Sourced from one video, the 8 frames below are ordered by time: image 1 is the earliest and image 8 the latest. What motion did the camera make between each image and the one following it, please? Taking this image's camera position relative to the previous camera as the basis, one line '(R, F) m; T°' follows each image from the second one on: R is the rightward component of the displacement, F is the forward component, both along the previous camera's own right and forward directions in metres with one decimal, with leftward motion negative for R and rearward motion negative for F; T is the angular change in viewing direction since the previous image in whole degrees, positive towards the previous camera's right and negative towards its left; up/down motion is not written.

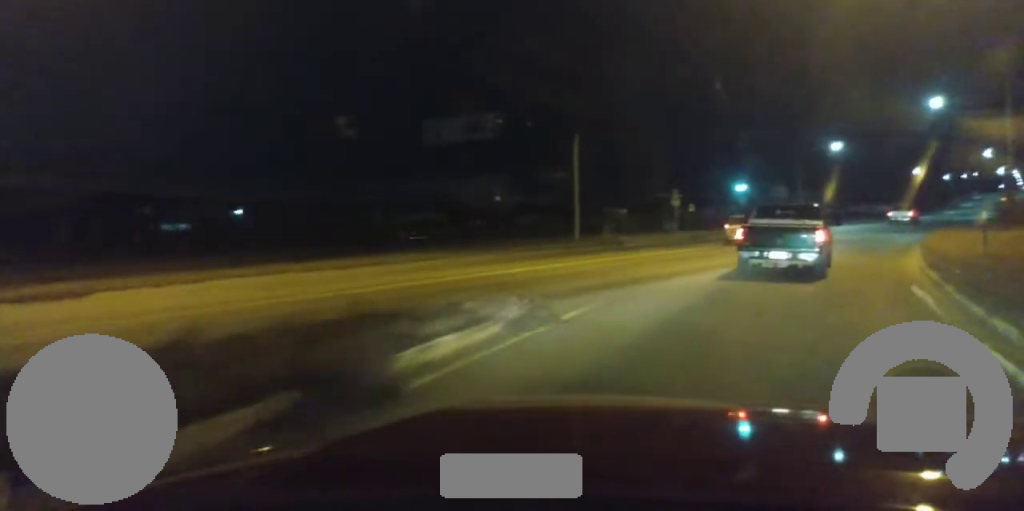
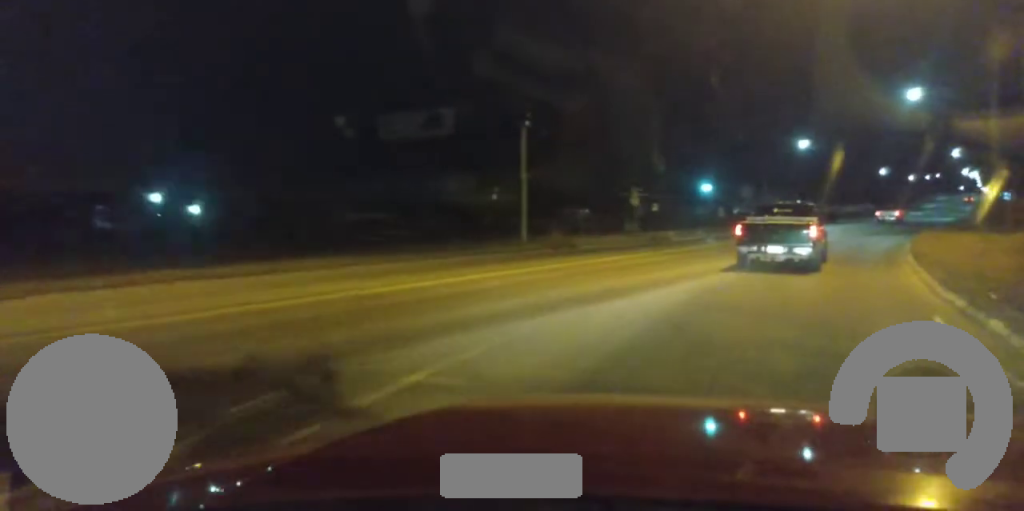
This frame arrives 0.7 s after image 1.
(-0.1, +4.7) m; +4°
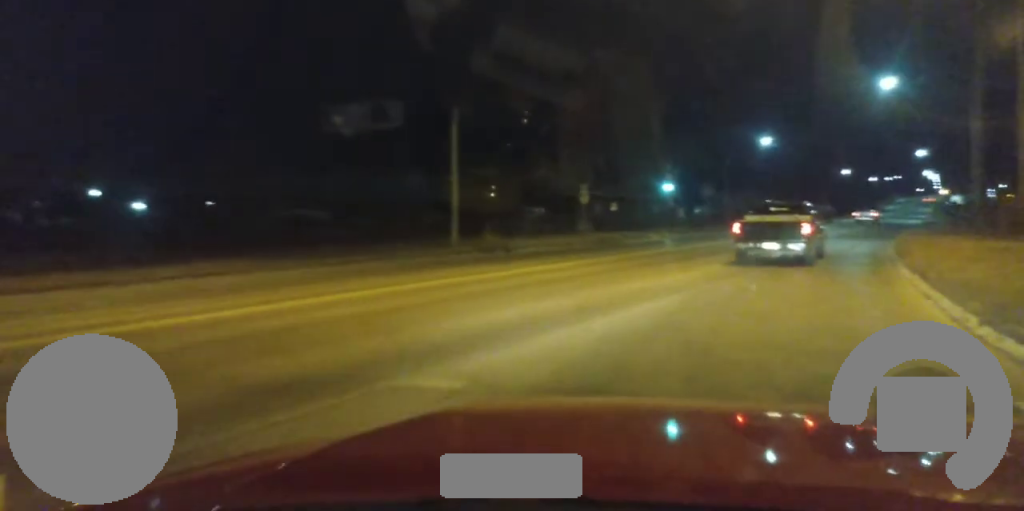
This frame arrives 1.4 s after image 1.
(+0.5, +4.8) m; +5°
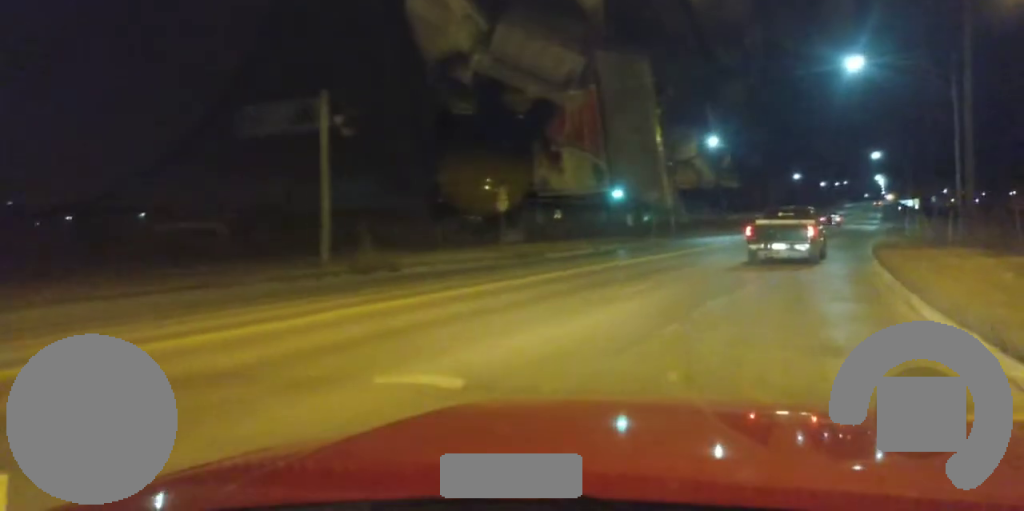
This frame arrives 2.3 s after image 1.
(+0.2, +7.7) m; +1°
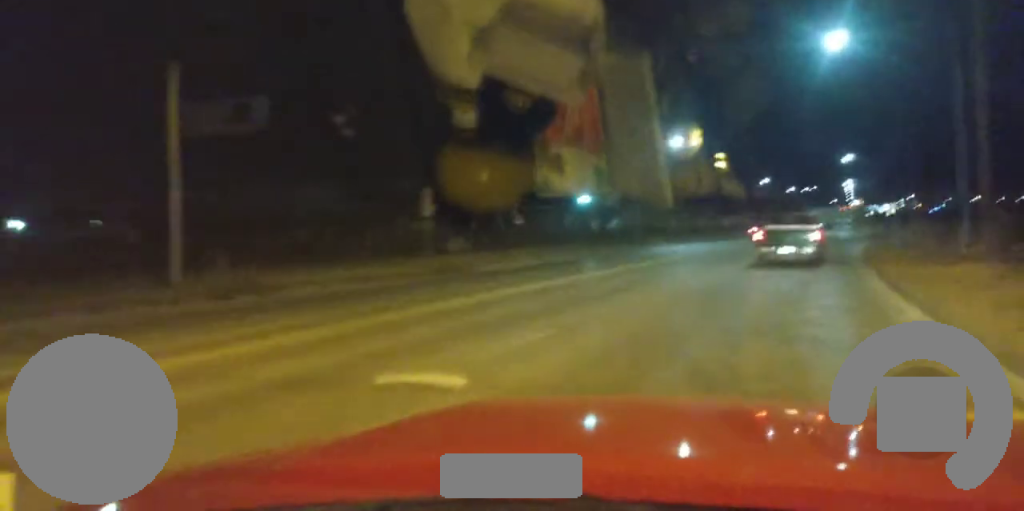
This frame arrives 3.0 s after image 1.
(0.0, +6.6) m; 0°
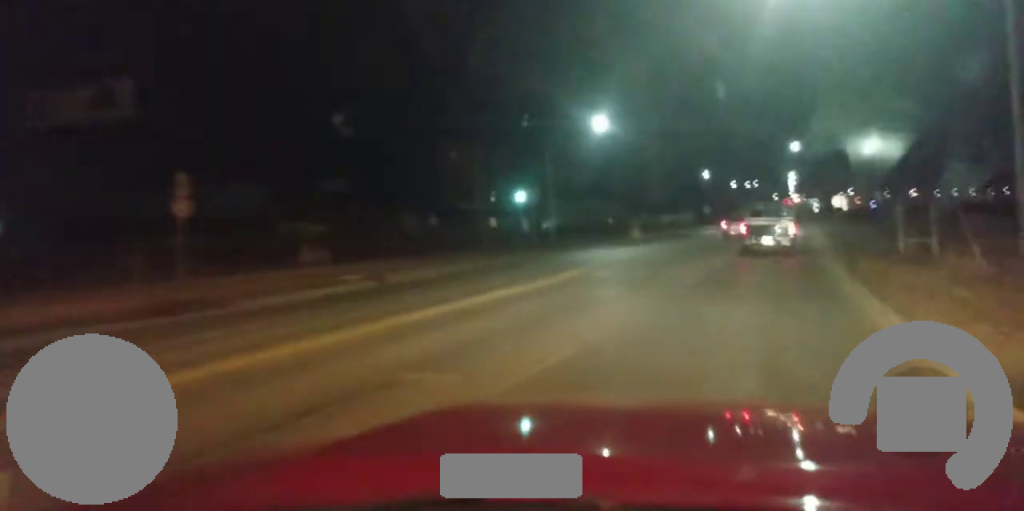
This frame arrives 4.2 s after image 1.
(+0.2, +12.7) m; +3°
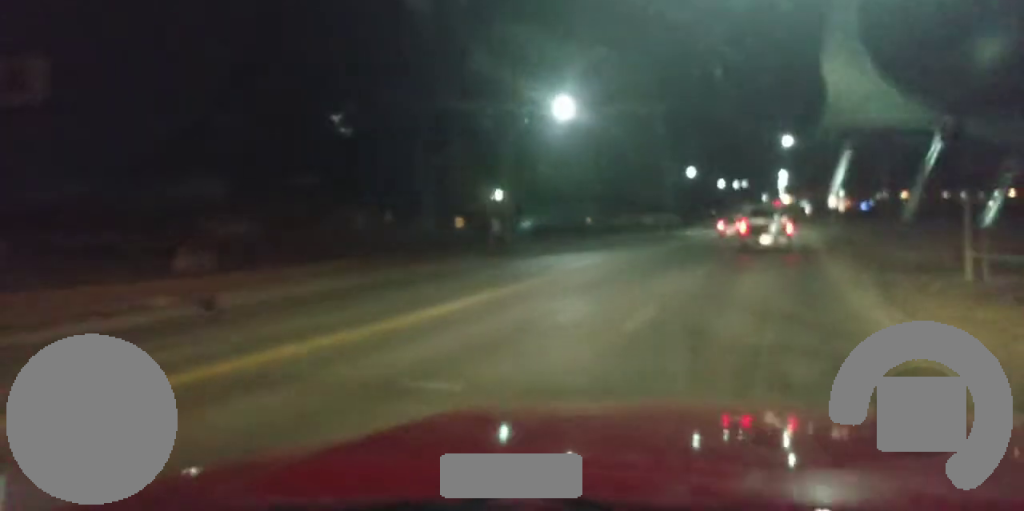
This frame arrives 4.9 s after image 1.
(+0.2, +7.9) m; +2°
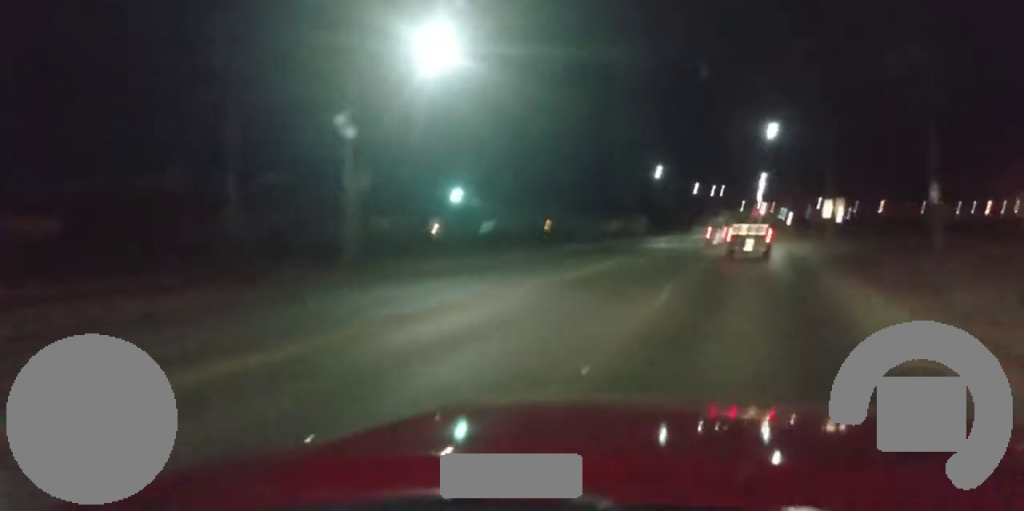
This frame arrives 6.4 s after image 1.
(+0.5, +20.0) m; +1°
